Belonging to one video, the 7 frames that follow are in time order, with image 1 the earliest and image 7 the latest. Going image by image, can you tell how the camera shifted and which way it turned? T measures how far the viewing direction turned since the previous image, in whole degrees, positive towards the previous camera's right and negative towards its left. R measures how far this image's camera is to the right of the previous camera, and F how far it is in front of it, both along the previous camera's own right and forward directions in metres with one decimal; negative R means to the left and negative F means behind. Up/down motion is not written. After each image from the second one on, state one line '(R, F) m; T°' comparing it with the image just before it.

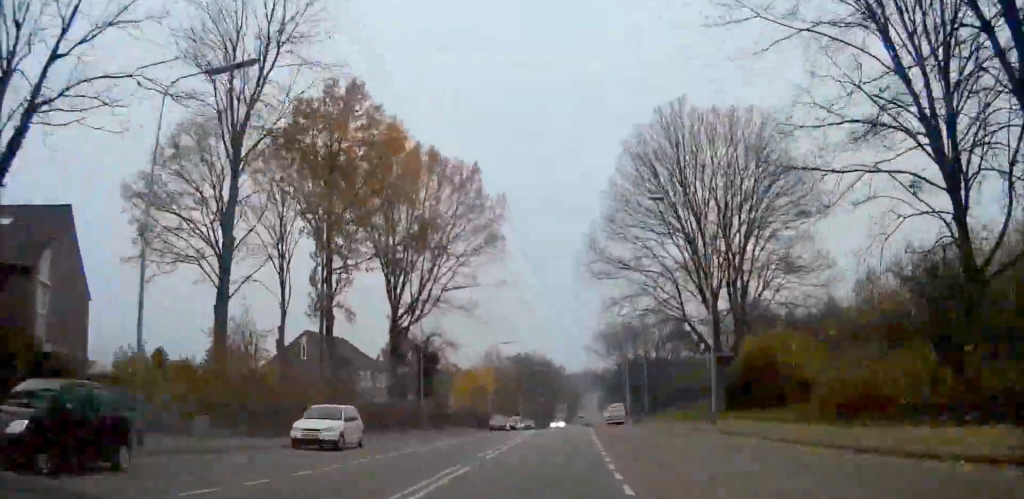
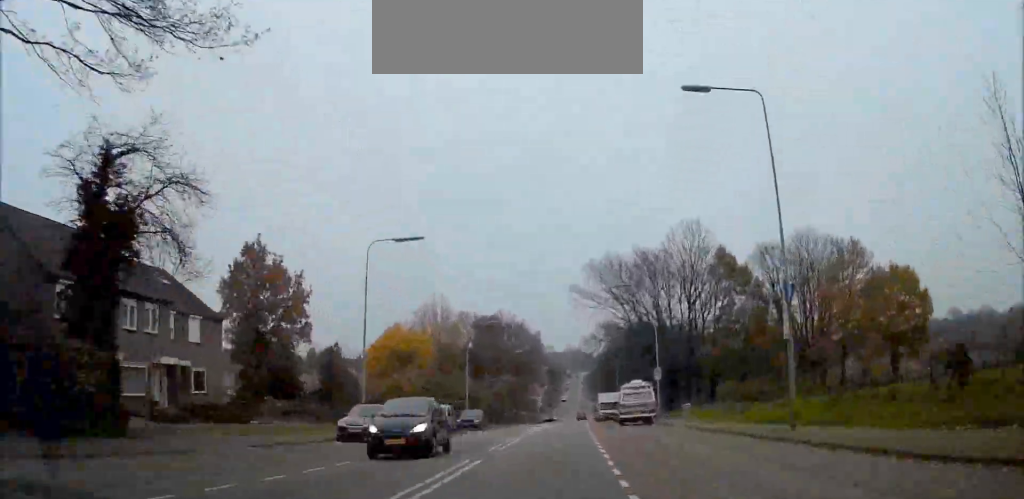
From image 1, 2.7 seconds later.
(+0.5, +41.7) m; +2°
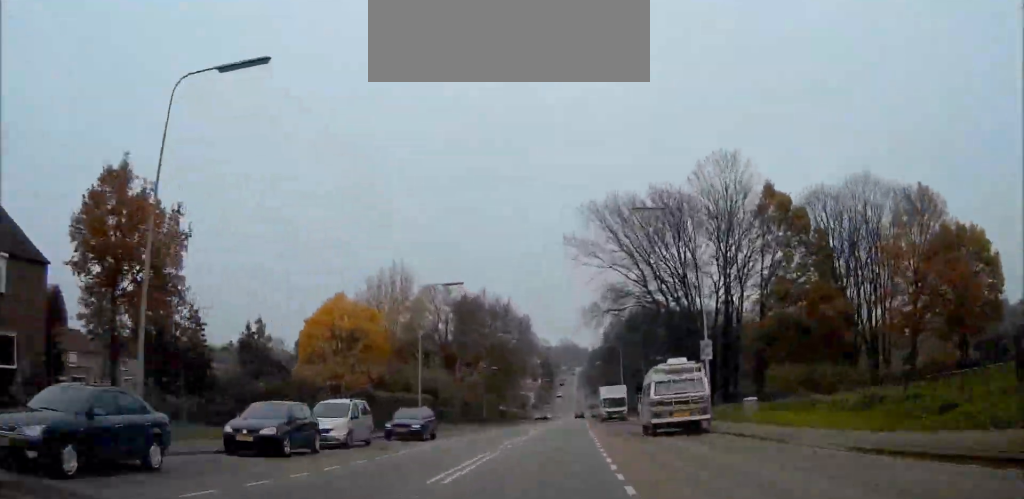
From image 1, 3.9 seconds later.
(+0.2, +18.5) m; +1°
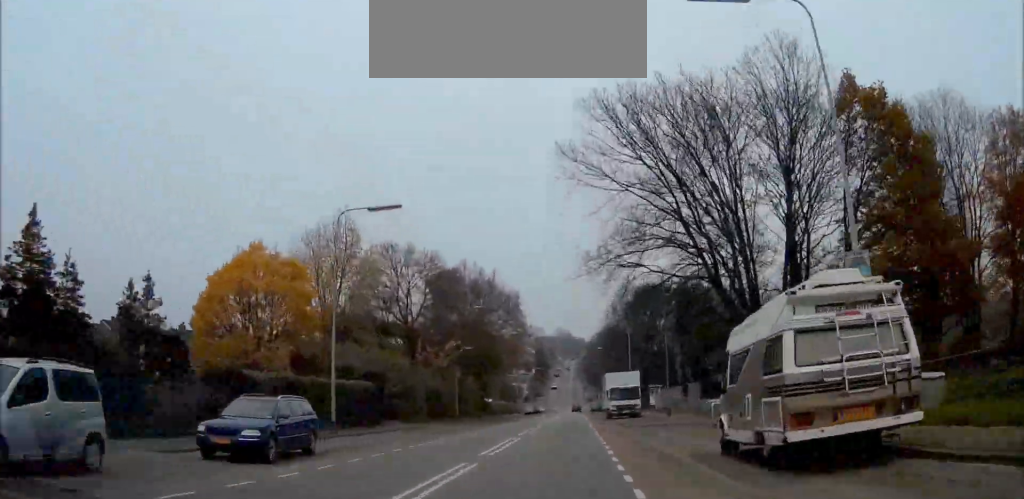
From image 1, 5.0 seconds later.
(+0.1, +16.5) m; 0°
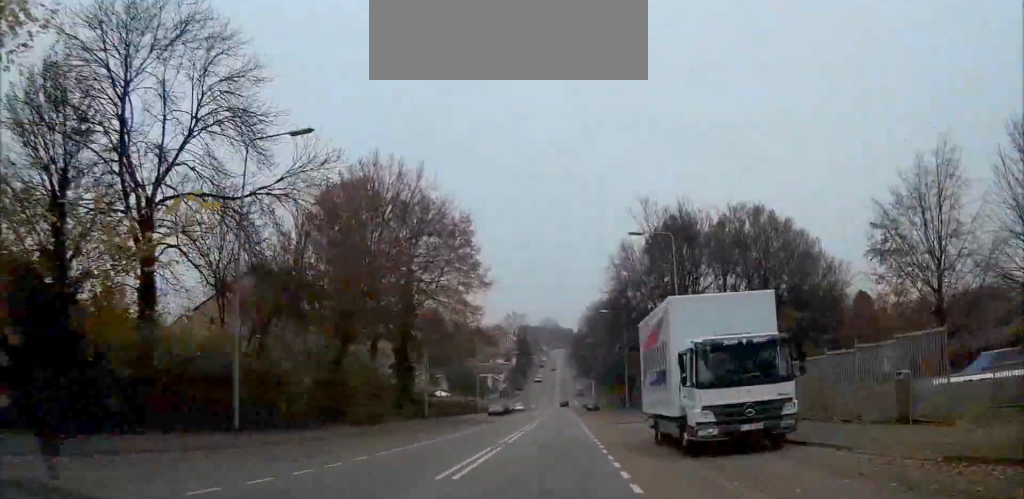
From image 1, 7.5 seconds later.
(0.0, +39.1) m; 0°
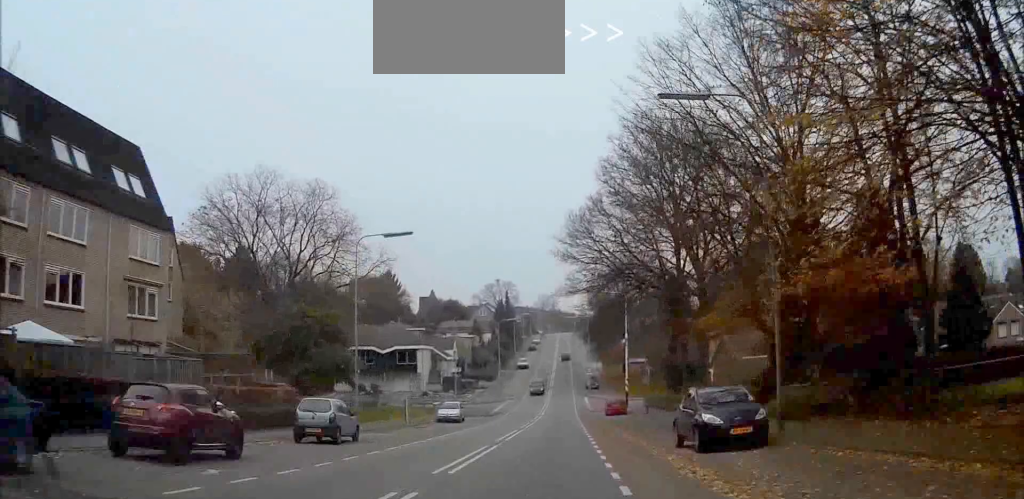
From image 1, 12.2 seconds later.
(+0.4, +77.6) m; +1°
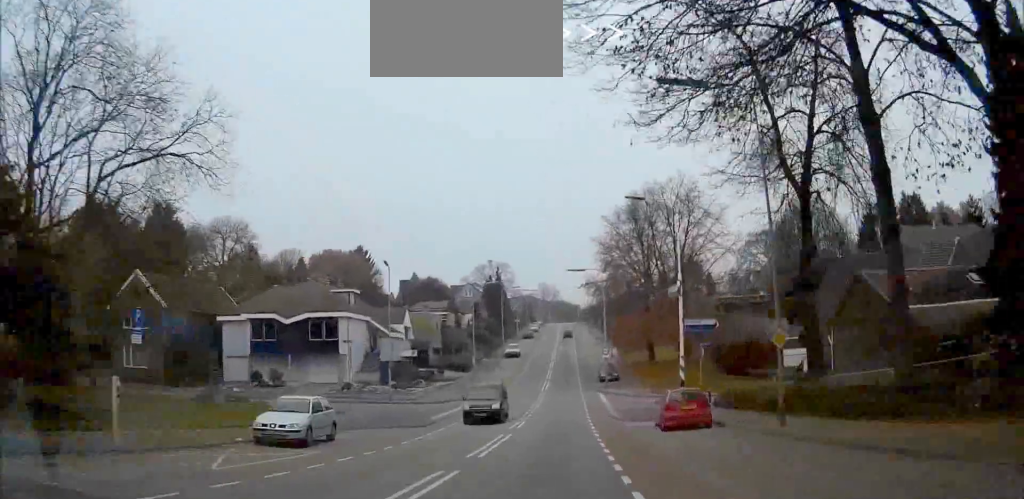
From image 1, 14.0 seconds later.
(0.0, +29.8) m; 0°
